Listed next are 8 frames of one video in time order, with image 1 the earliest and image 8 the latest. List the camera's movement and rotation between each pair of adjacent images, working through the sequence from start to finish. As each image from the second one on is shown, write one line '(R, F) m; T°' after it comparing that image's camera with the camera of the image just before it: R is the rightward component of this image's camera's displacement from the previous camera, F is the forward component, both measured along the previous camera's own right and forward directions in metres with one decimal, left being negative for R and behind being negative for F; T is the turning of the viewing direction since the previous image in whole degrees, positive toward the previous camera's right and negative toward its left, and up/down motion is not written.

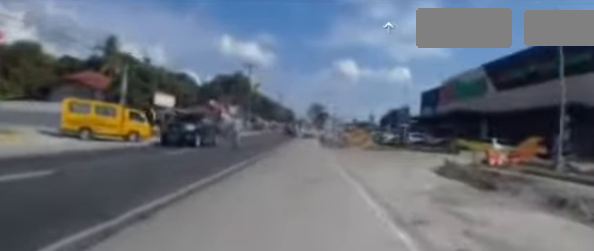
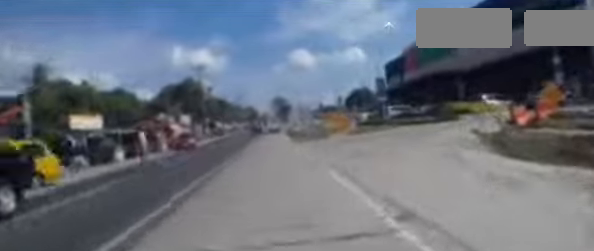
(+0.4, +5.0) m; 0°
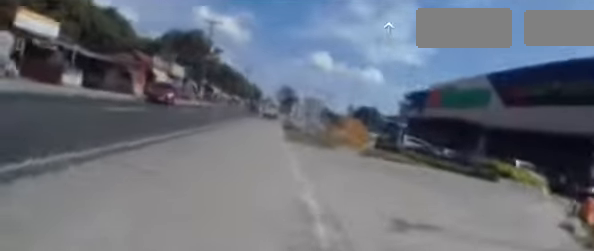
(-0.4, +5.3) m; -6°
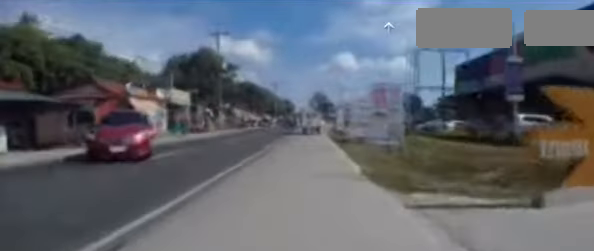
(-0.9, +10.3) m; -6°
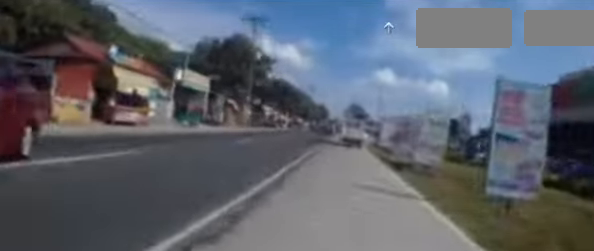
(0.0, +5.9) m; 0°
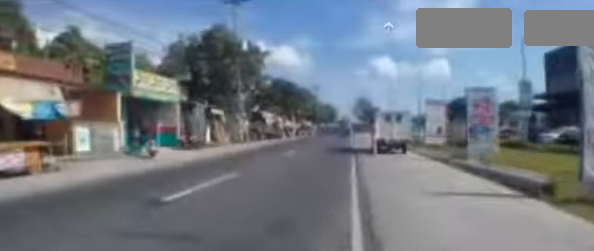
(0.0, +7.6) m; 0°
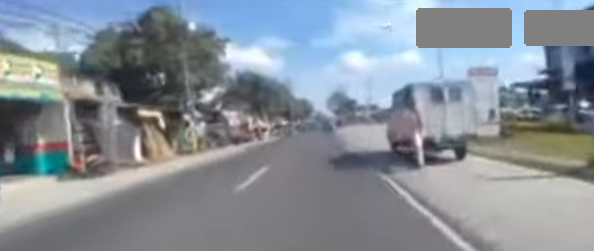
(0.0, +7.5) m; +3°
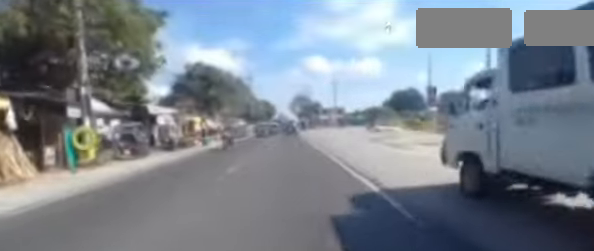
(+0.2, +6.8) m; +5°
